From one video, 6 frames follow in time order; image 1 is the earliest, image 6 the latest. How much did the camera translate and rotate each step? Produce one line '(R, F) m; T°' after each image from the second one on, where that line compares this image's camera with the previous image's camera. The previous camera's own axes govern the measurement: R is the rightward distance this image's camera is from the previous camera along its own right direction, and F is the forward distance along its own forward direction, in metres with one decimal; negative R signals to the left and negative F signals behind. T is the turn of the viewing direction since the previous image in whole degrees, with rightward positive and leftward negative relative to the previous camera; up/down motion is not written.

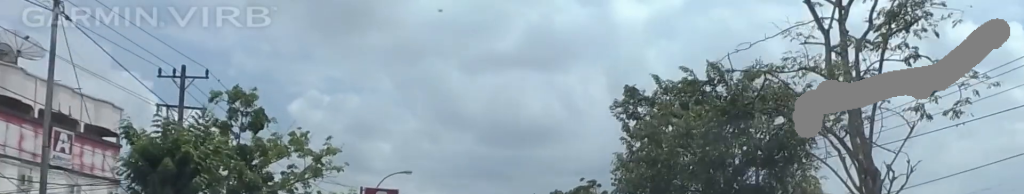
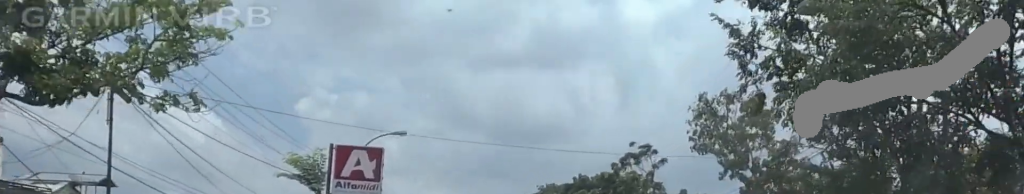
(0.0, +17.0) m; 0°
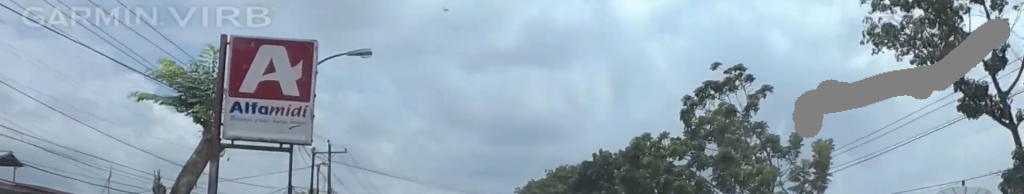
(+0.2, +18.1) m; 0°
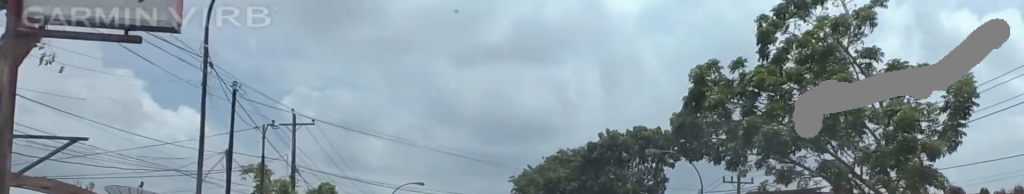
(+0.3, +9.4) m; +1°
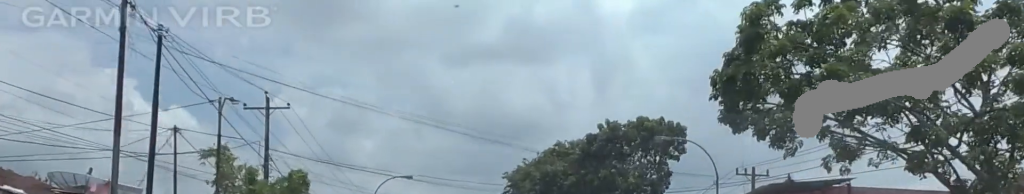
(-0.6, +4.7) m; +1°
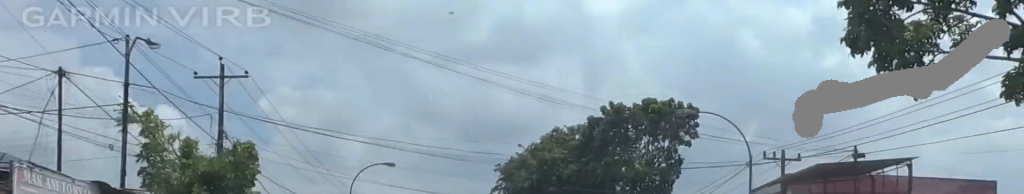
(+1.0, +6.7) m; -2°
